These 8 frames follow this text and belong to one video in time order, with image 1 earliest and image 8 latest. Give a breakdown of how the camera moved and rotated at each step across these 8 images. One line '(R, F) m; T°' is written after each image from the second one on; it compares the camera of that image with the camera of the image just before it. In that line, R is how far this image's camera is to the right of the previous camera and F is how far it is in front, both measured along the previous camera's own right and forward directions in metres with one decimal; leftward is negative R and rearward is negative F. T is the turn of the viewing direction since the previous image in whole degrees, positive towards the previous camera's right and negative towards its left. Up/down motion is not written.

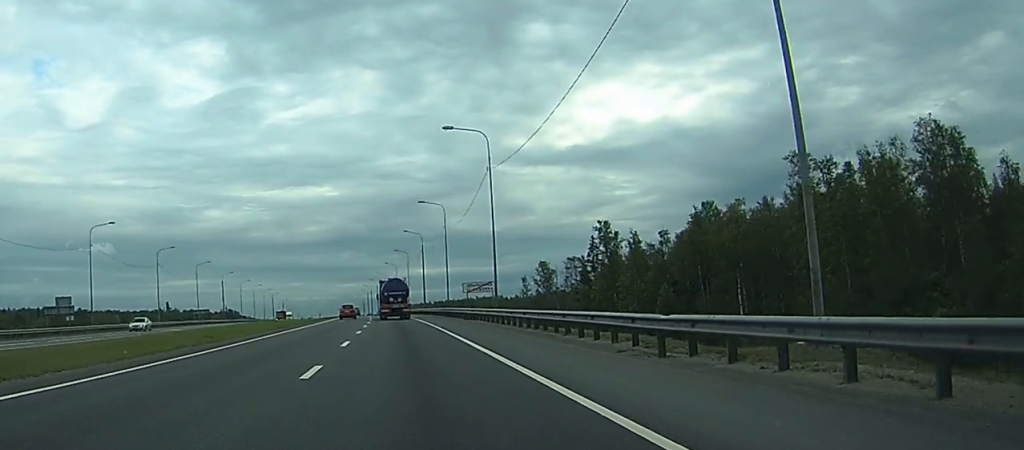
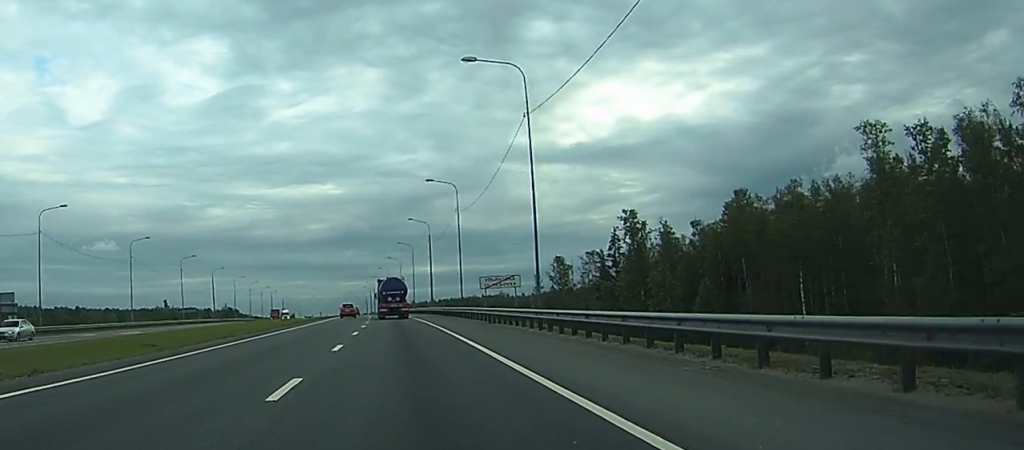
(0.0, +14.9) m; 0°
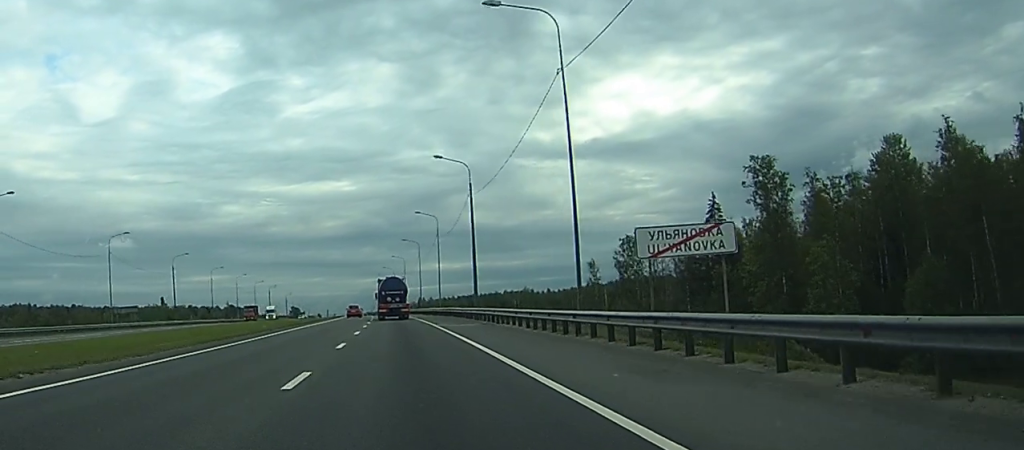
(+0.3, +45.6) m; 0°
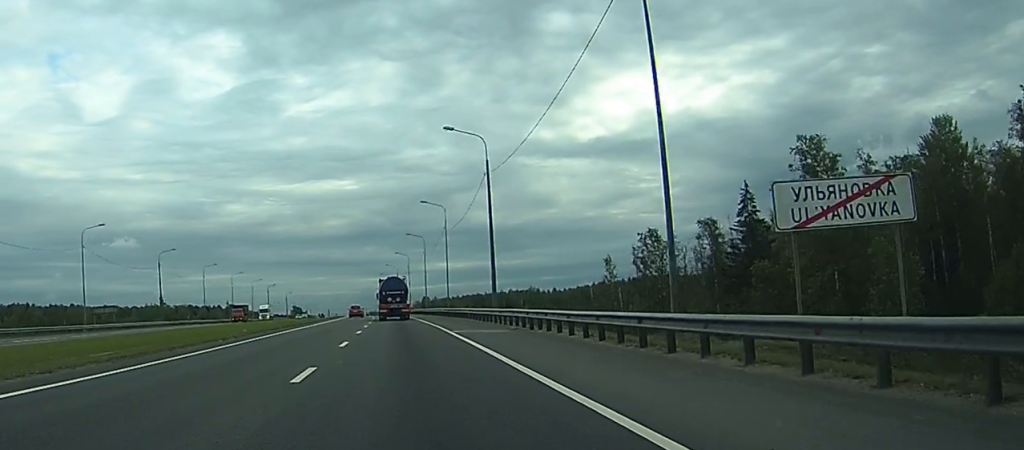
(0.0, +10.5) m; 0°
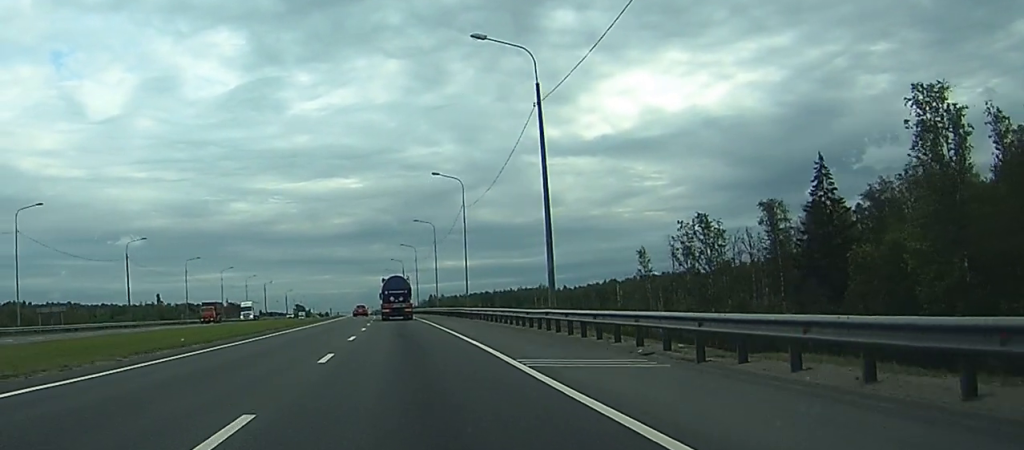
(-0.1, +19.1) m; 0°
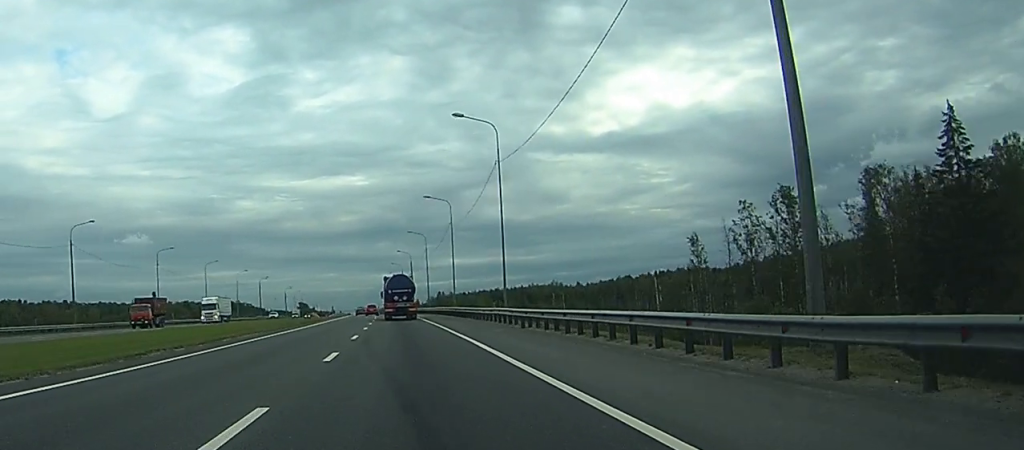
(-0.1, +22.8) m; 0°
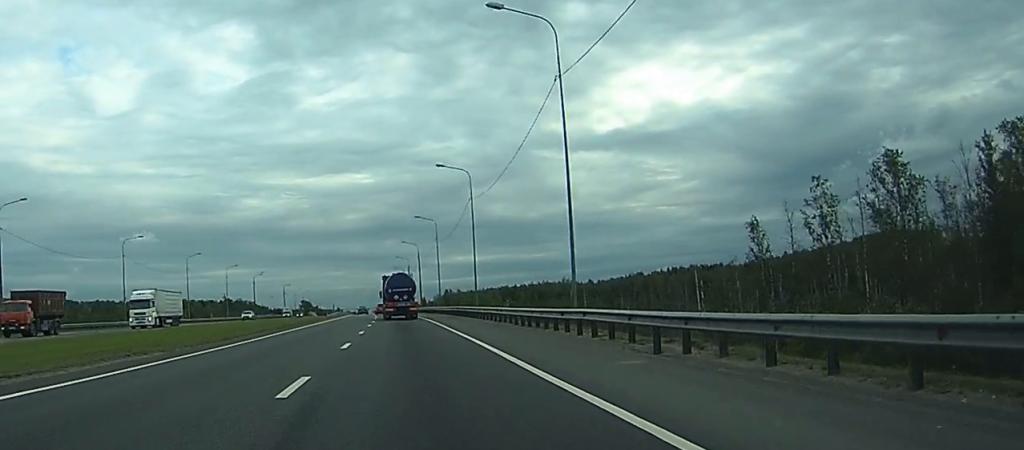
(0.0, +19.4) m; 0°
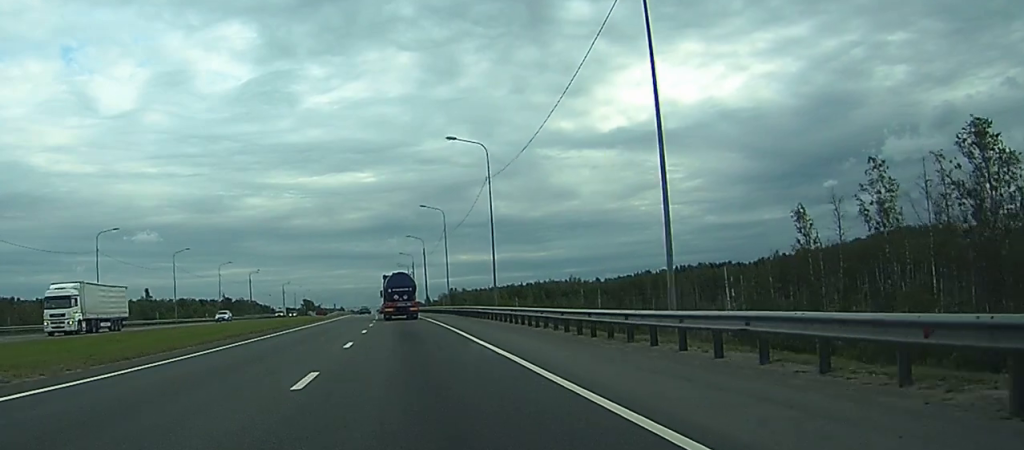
(0.0, +11.5) m; 0°
